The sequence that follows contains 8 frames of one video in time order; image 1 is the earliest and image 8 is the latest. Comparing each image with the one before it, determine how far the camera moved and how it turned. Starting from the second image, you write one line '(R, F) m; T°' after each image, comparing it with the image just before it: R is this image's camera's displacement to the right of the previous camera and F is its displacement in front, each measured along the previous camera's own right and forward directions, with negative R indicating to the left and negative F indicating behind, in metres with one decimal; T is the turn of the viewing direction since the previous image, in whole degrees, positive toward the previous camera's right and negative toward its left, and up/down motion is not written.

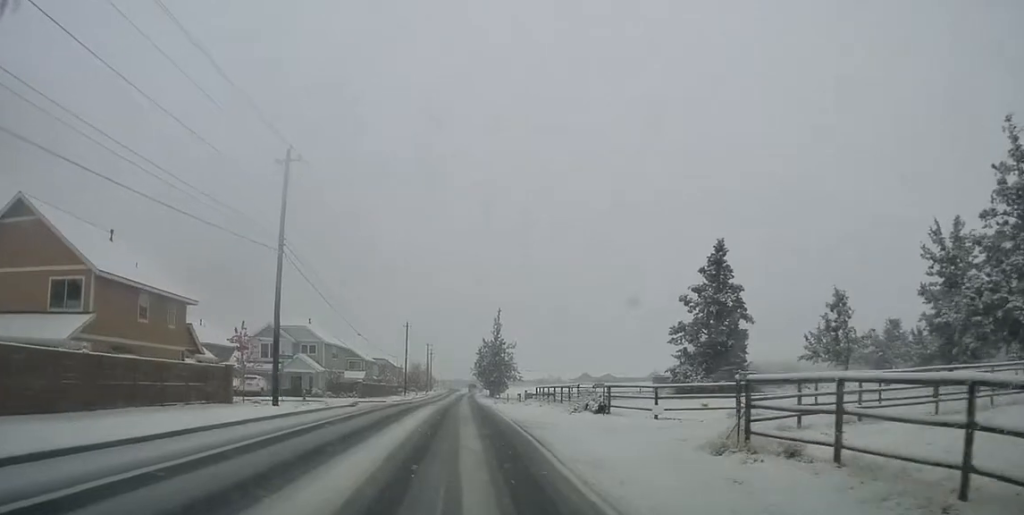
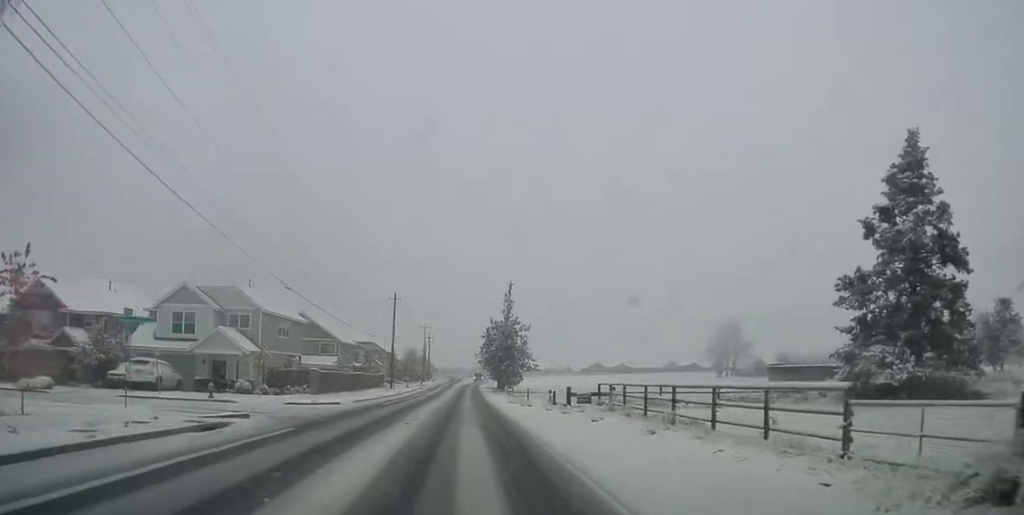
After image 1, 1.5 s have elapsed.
(0.0, +22.3) m; +2°
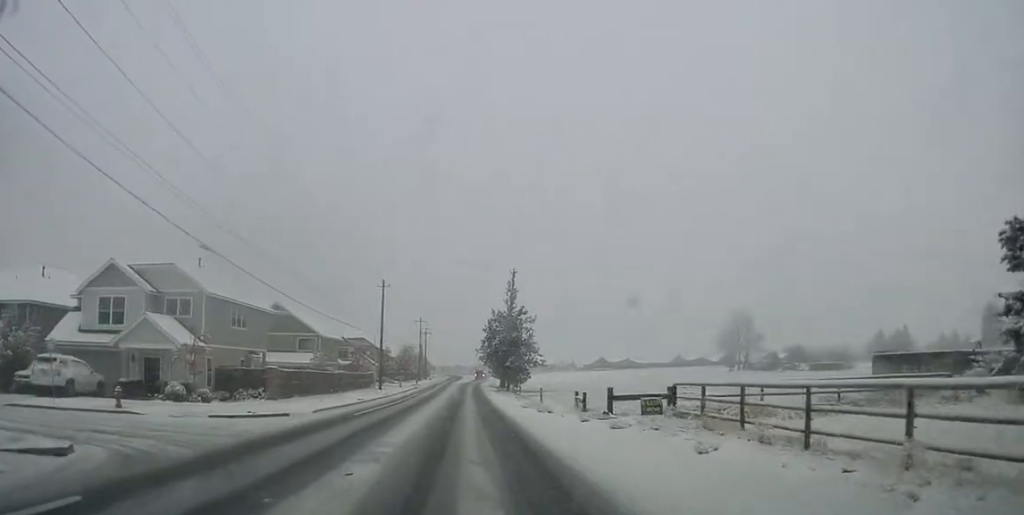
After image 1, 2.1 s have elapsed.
(+0.3, +10.3) m; +1°
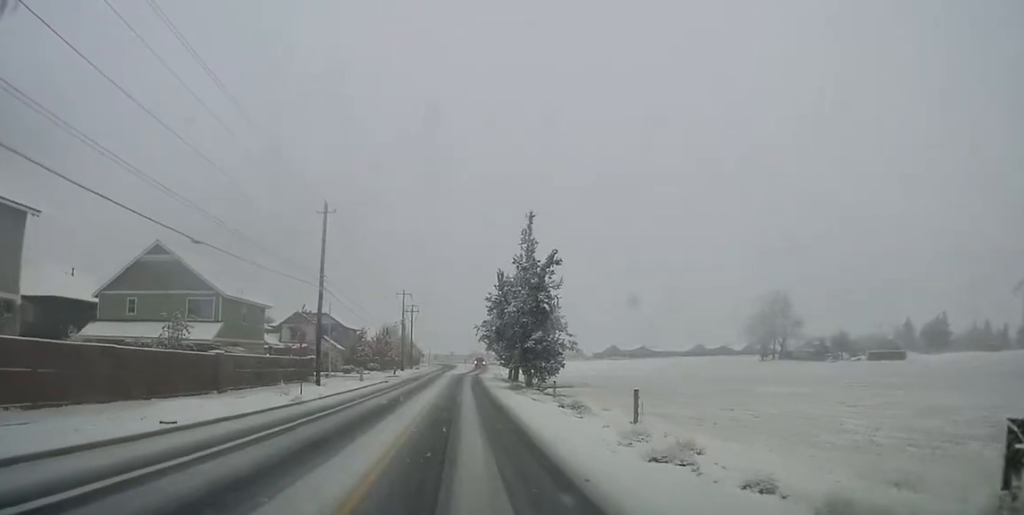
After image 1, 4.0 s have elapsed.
(-0.6, +27.9) m; -3°
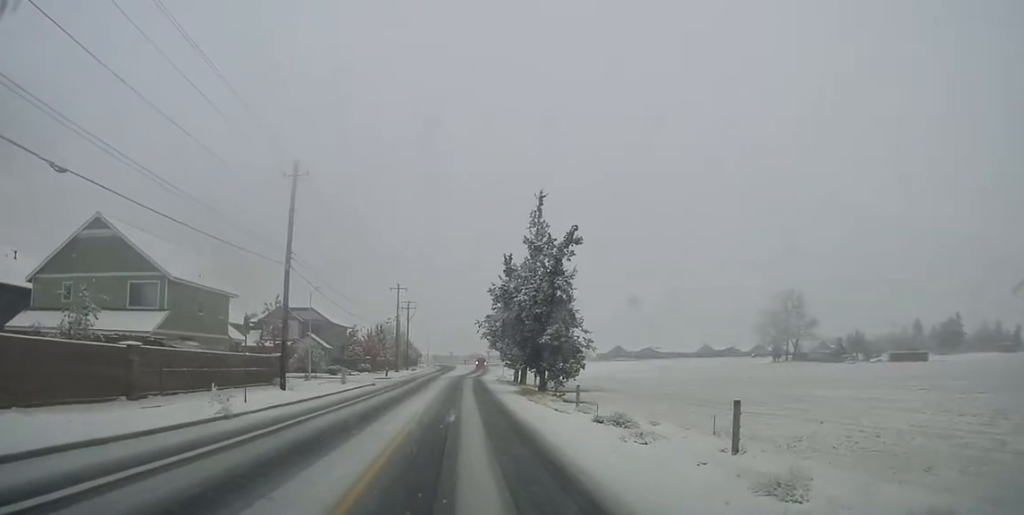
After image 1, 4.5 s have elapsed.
(0.0, +7.9) m; 0°
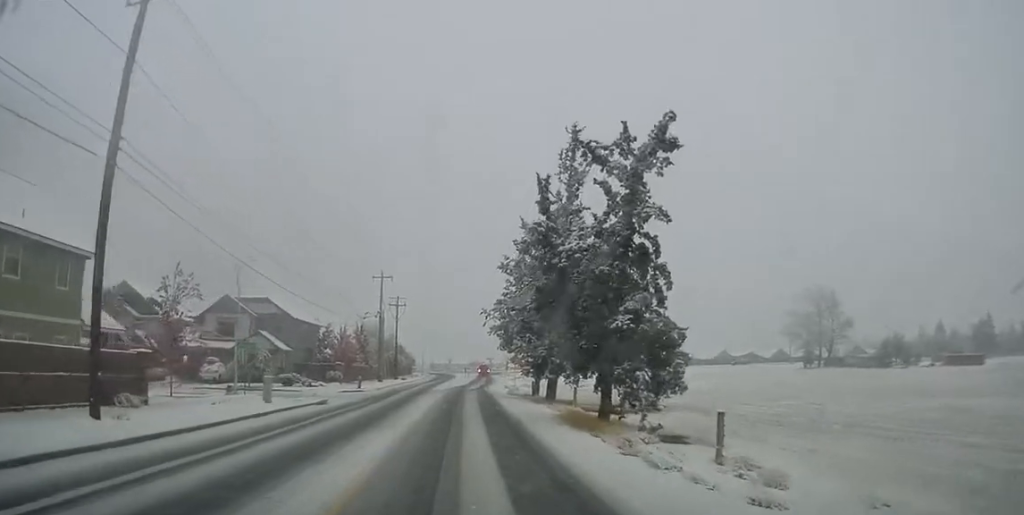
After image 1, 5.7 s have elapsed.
(0.0, +17.5) m; 0°
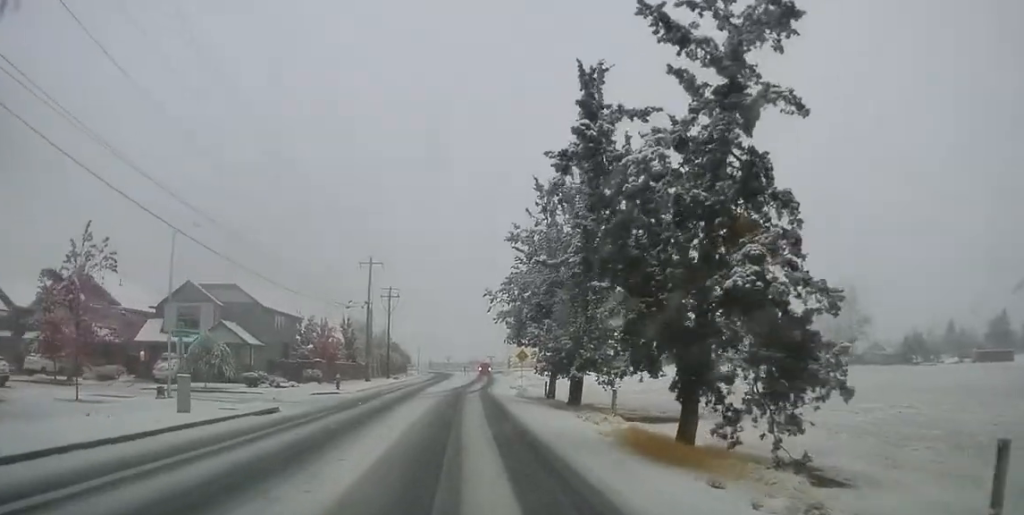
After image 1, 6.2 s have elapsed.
(0.0, +8.6) m; +1°
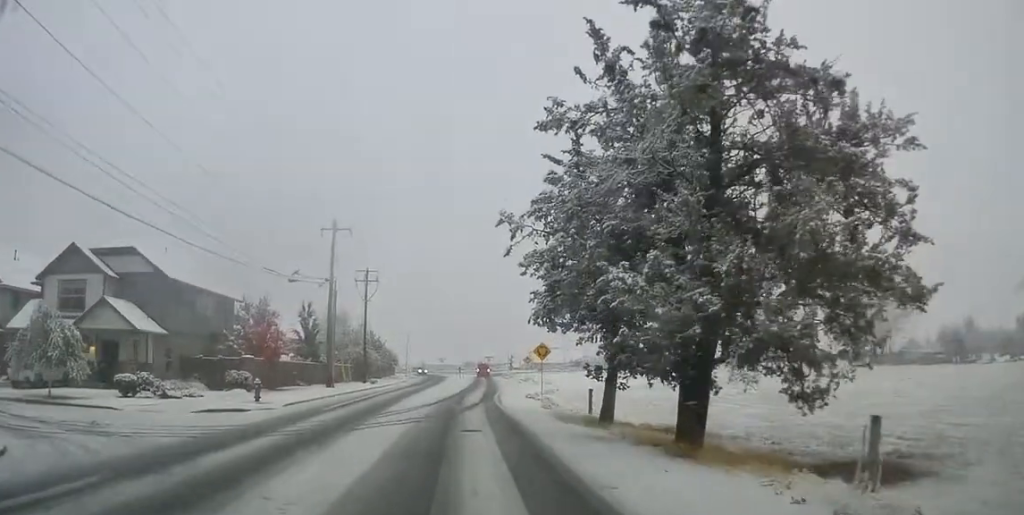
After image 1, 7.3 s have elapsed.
(+0.3, +16.5) m; +1°
